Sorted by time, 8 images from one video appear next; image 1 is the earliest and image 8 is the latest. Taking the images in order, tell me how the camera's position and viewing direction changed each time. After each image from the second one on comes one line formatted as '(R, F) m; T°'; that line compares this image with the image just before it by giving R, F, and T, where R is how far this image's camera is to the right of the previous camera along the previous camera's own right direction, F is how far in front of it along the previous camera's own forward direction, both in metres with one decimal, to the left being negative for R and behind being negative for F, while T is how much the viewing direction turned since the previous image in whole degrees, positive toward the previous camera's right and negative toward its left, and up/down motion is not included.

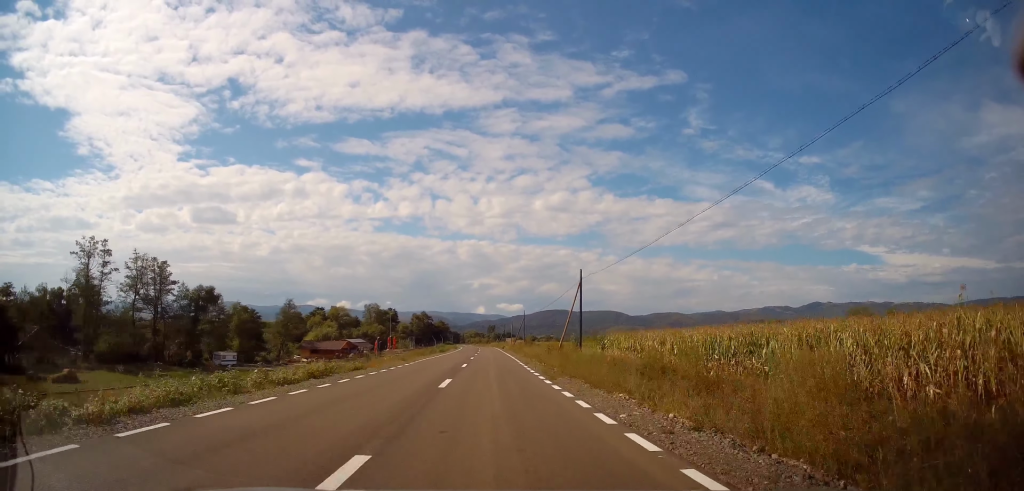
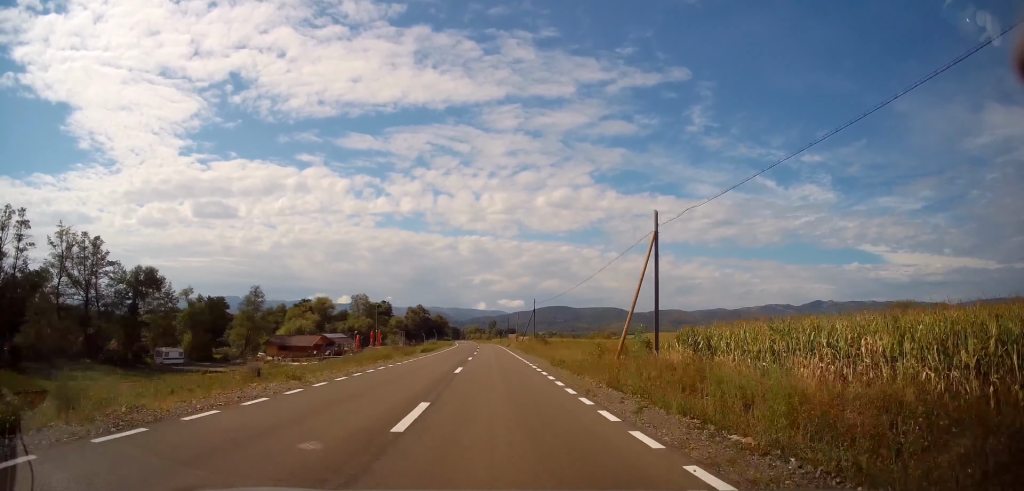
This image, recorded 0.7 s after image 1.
(+0.1, +18.4) m; 0°
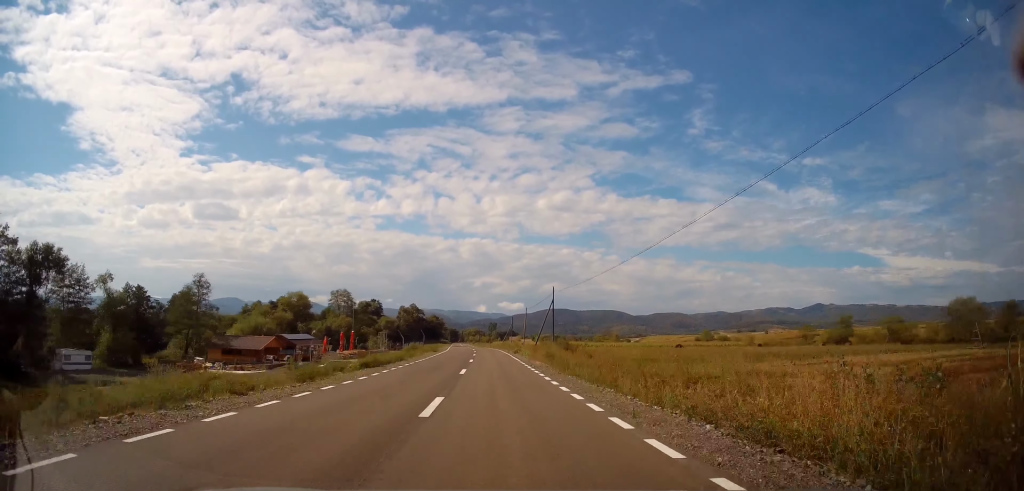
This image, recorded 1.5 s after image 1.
(0.0, +21.1) m; 0°
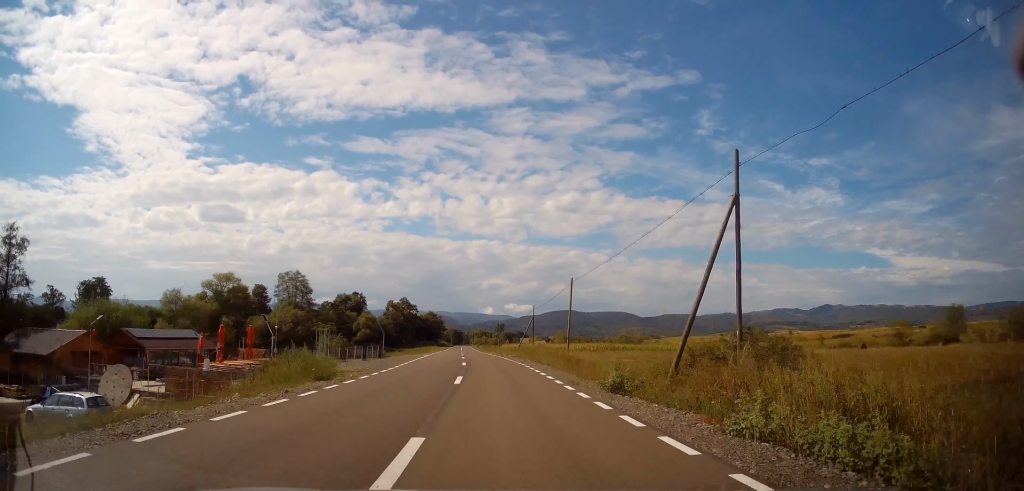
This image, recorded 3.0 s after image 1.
(-0.1, +39.4) m; 0°
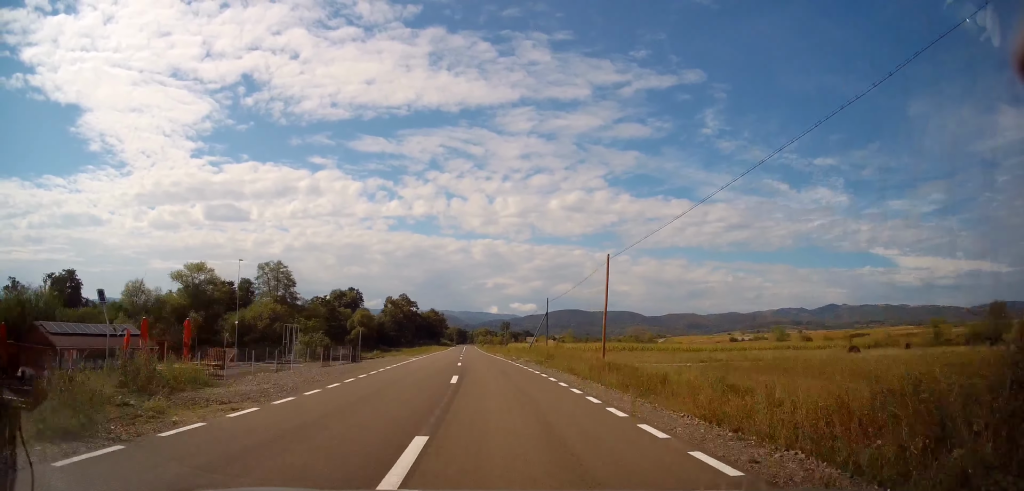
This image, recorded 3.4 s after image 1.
(+0.1, +11.4) m; 0°
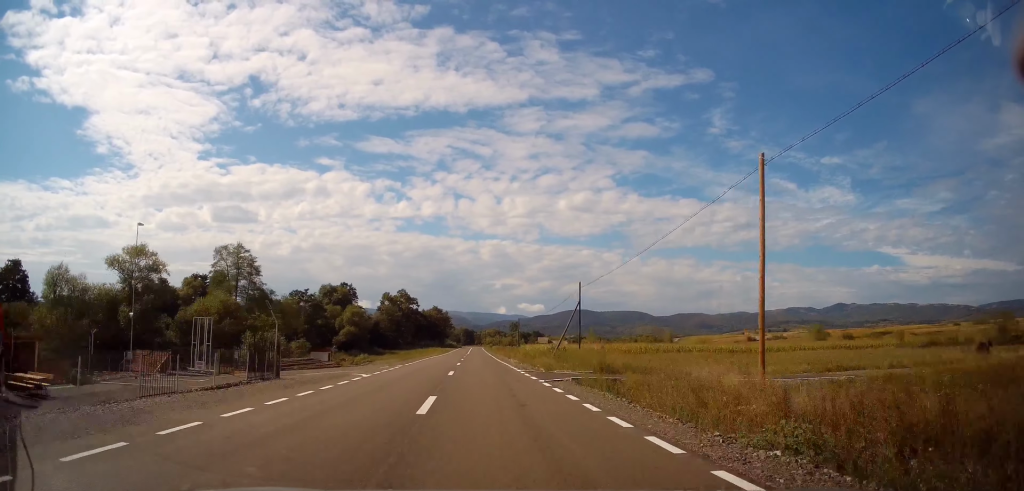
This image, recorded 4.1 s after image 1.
(-0.1, +17.5) m; -1°
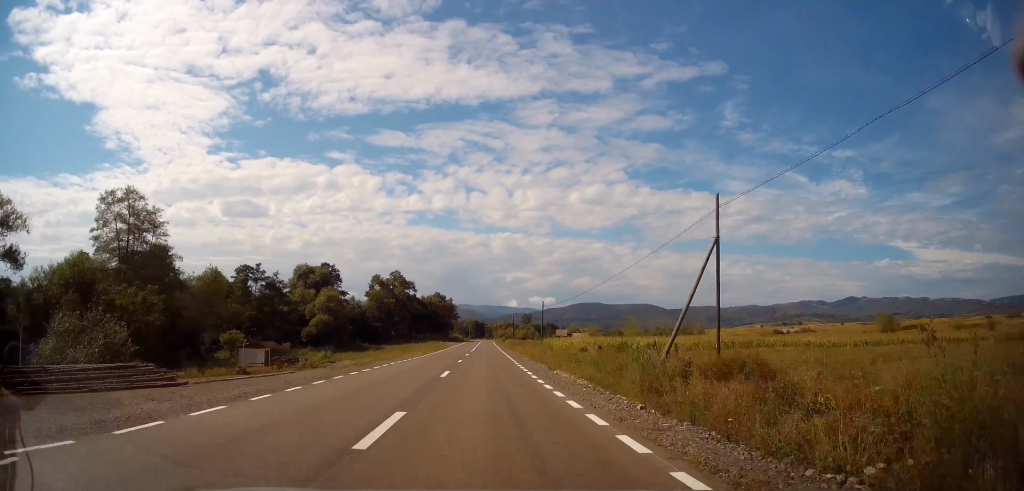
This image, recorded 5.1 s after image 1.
(-0.3, +26.3) m; -1°
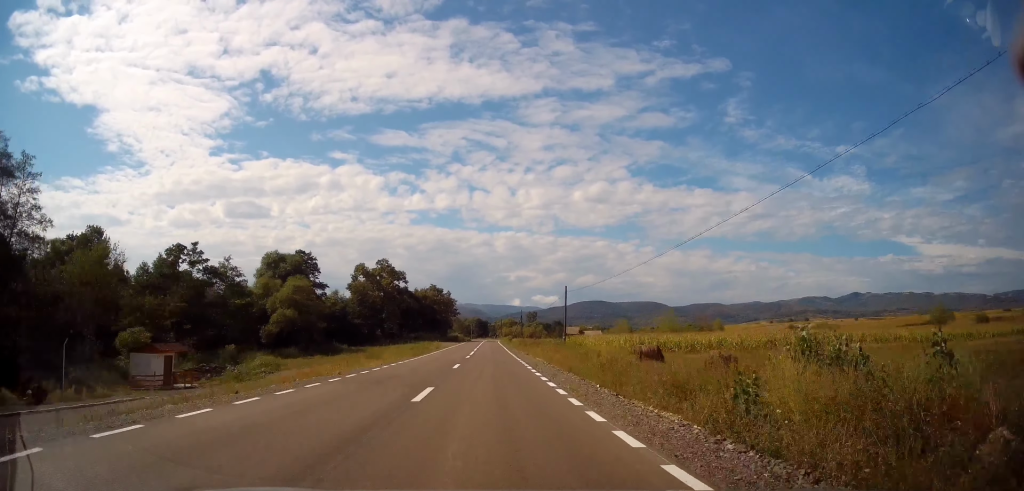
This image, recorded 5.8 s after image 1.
(-0.1, +18.4) m; -1°
